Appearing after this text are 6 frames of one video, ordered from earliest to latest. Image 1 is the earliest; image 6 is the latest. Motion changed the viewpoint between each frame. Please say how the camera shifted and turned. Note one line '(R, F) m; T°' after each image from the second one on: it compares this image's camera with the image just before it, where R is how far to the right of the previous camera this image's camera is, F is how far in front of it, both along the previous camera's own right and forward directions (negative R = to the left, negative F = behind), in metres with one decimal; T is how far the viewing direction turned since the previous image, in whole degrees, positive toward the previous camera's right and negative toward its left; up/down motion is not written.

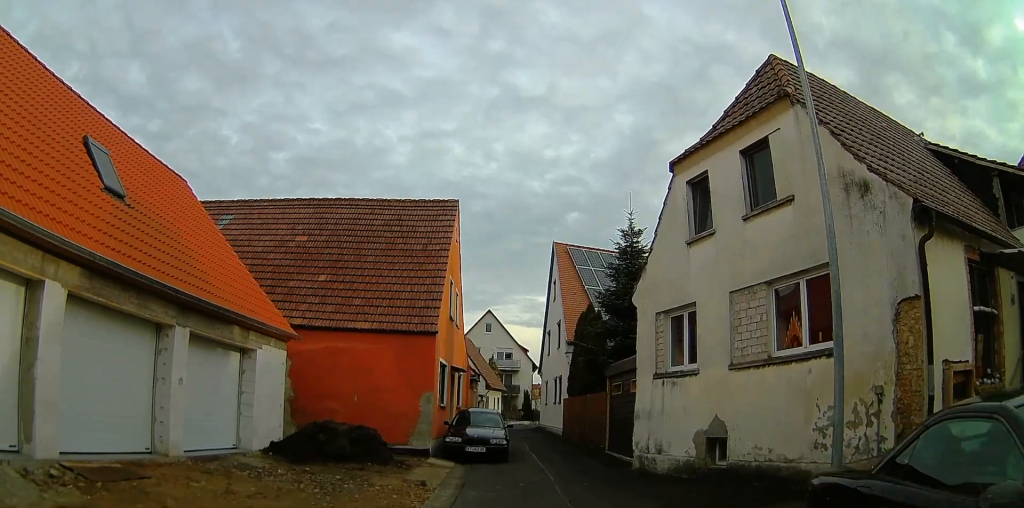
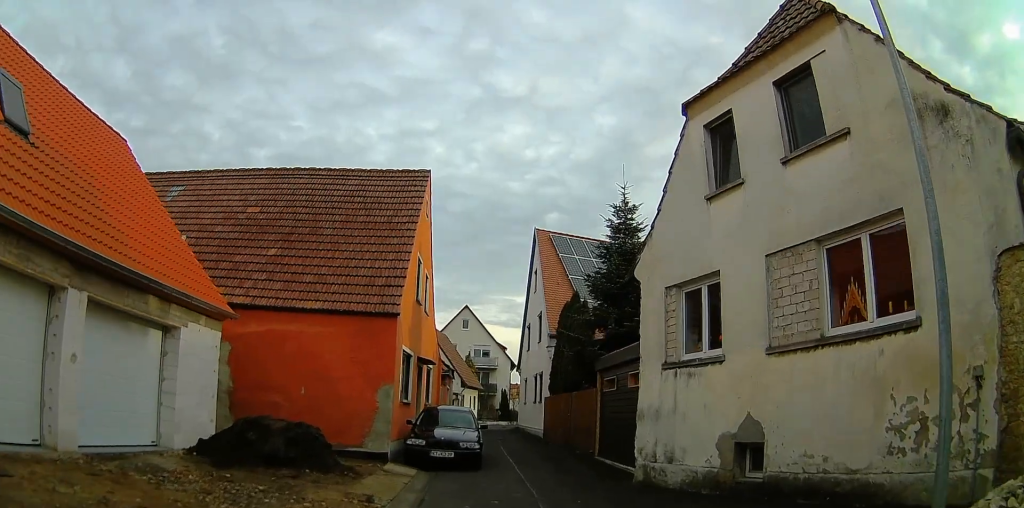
(+0.8, +2.6) m; 0°
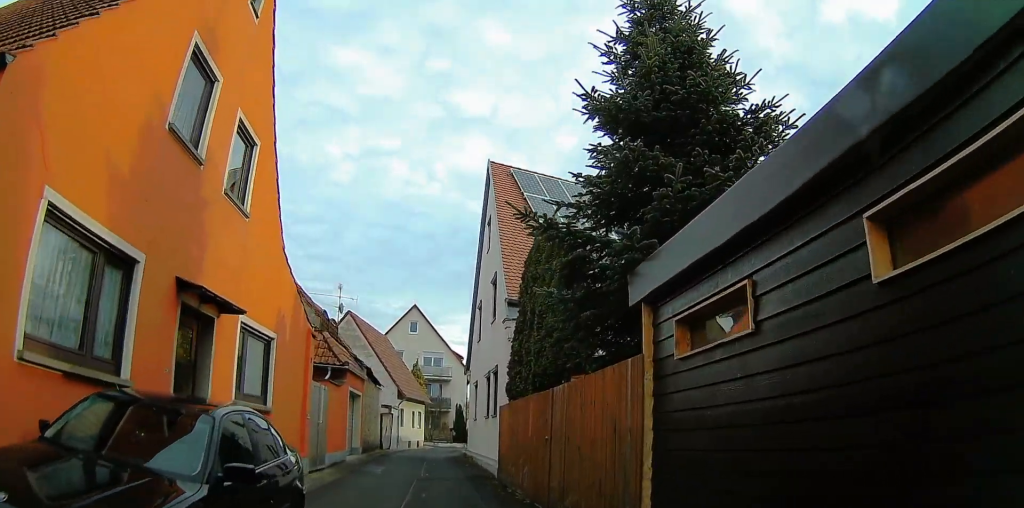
(+0.2, +10.4) m; +1°
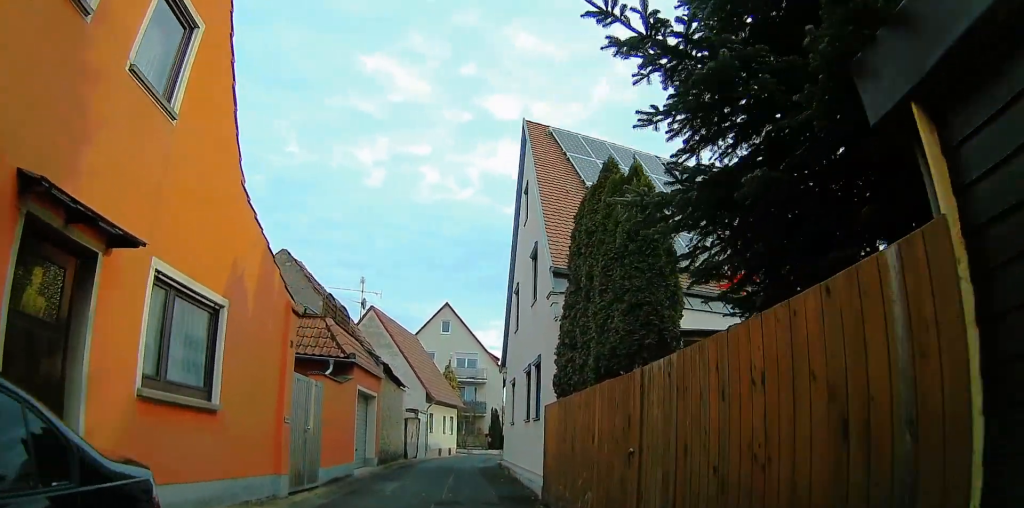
(-0.1, +3.3) m; -2°
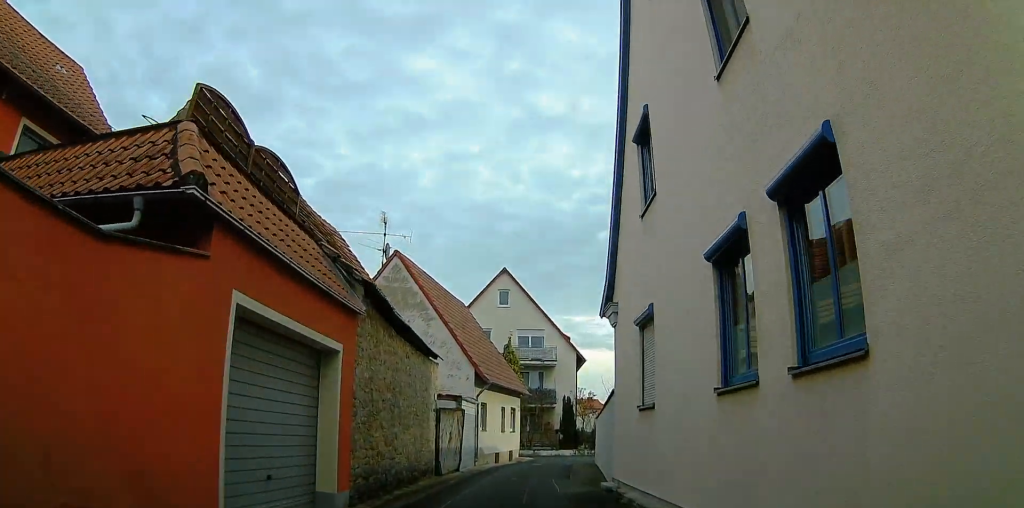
(-0.2, +9.5) m; -4°
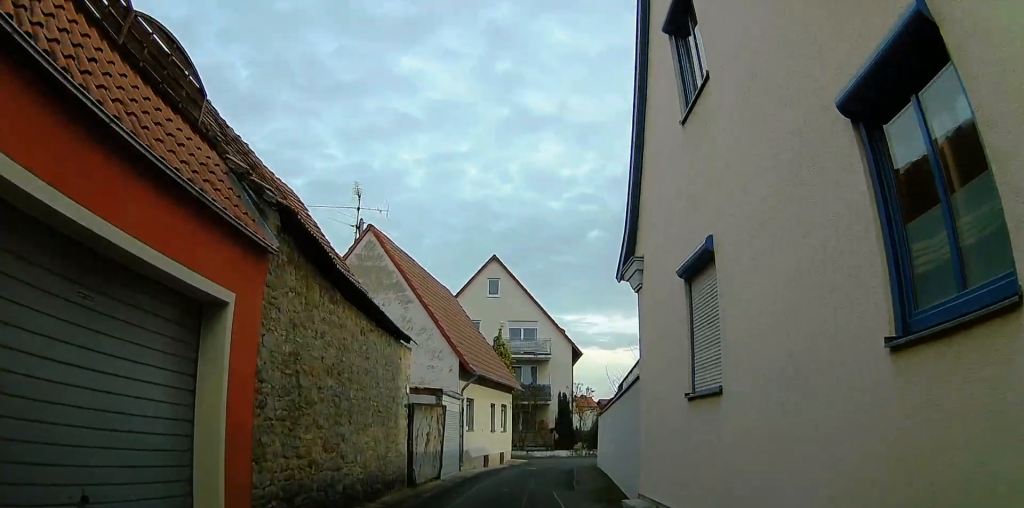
(+0.6, +3.0) m; -2°
